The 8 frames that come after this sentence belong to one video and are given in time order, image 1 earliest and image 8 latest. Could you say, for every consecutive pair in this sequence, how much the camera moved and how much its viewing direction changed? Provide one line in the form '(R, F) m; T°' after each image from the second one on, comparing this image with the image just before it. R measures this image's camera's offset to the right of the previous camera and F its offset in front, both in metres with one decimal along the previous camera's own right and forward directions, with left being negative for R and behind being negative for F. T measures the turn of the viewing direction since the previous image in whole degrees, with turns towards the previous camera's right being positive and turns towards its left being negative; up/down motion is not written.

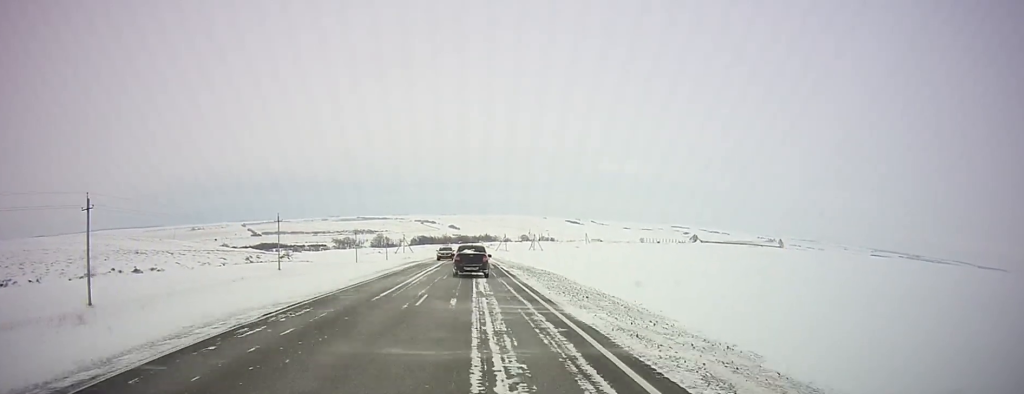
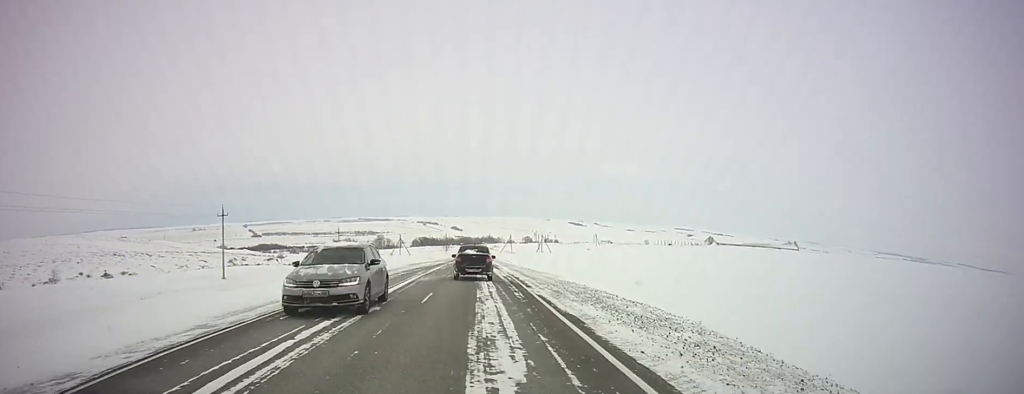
(0.0, +23.0) m; 0°
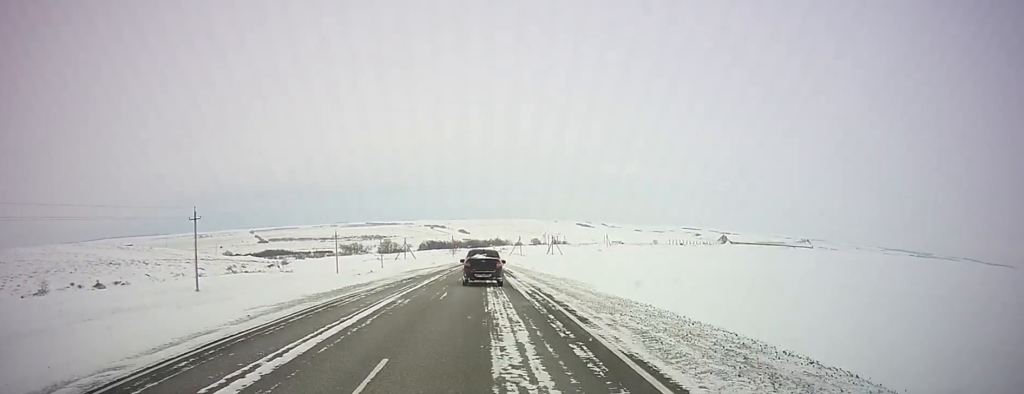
(0.0, +9.6) m; 0°
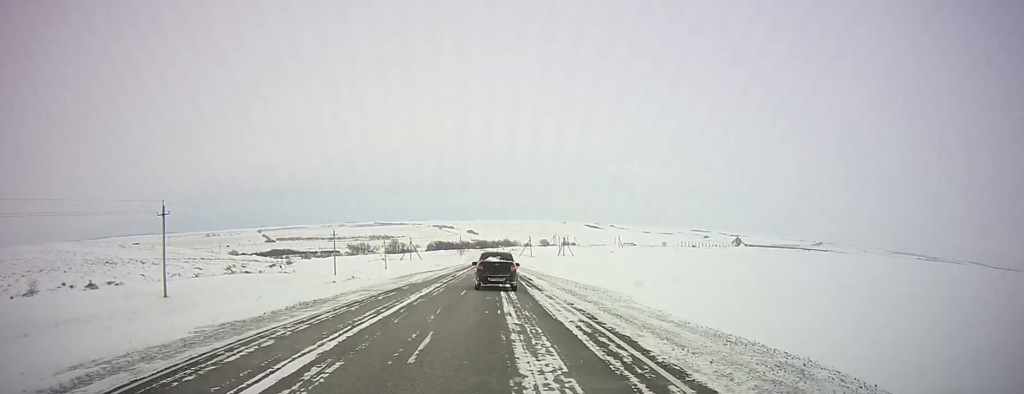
(0.0, +9.0) m; 0°
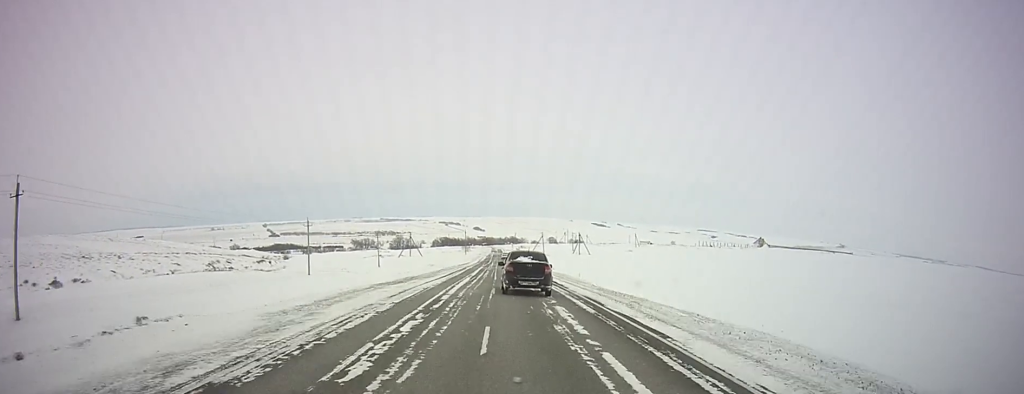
(-0.2, +22.4) m; -1°
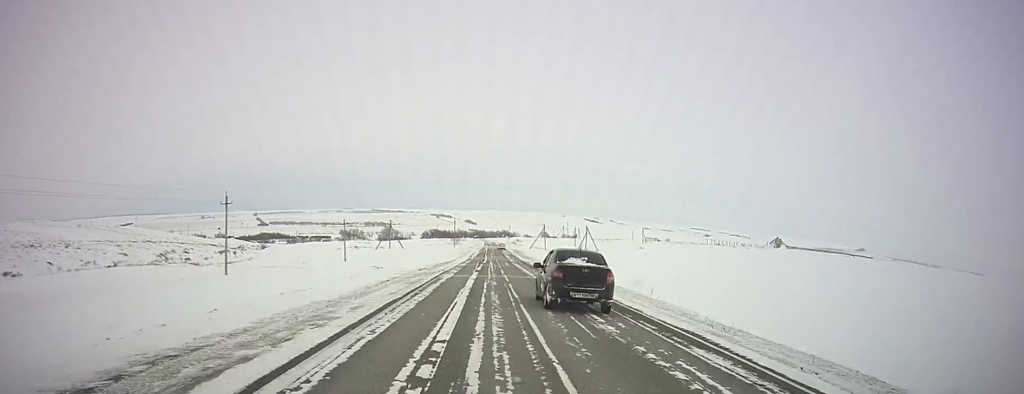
(-0.2, +28.9) m; 0°
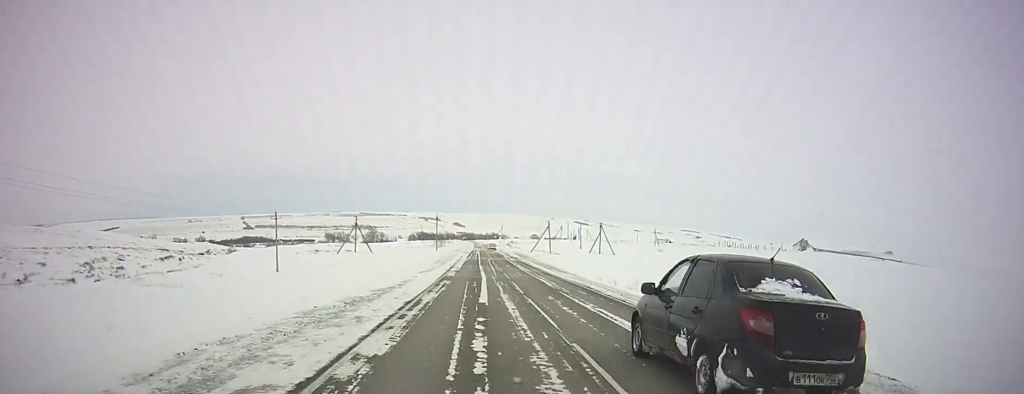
(+0.2, +35.4) m; +1°
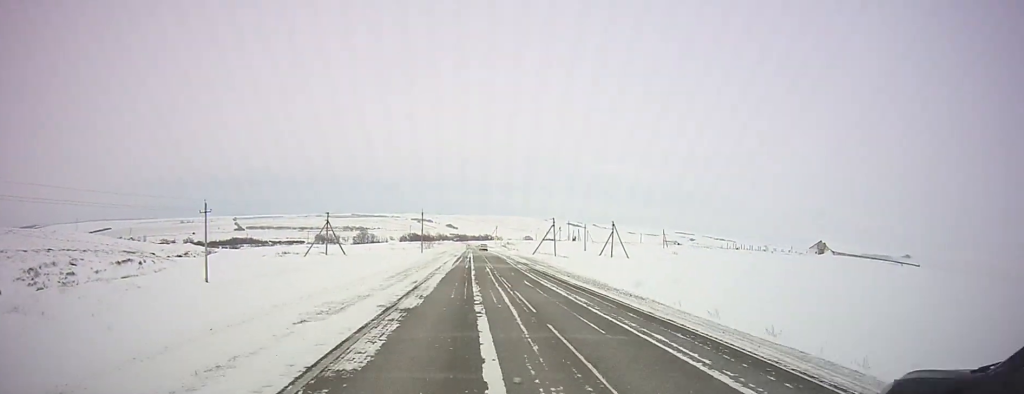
(+0.1, +20.9) m; +1°
